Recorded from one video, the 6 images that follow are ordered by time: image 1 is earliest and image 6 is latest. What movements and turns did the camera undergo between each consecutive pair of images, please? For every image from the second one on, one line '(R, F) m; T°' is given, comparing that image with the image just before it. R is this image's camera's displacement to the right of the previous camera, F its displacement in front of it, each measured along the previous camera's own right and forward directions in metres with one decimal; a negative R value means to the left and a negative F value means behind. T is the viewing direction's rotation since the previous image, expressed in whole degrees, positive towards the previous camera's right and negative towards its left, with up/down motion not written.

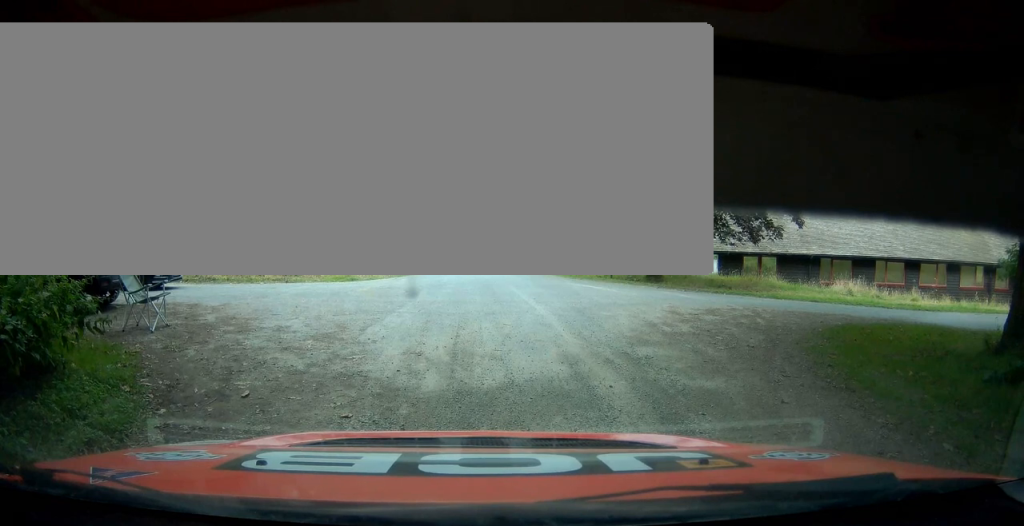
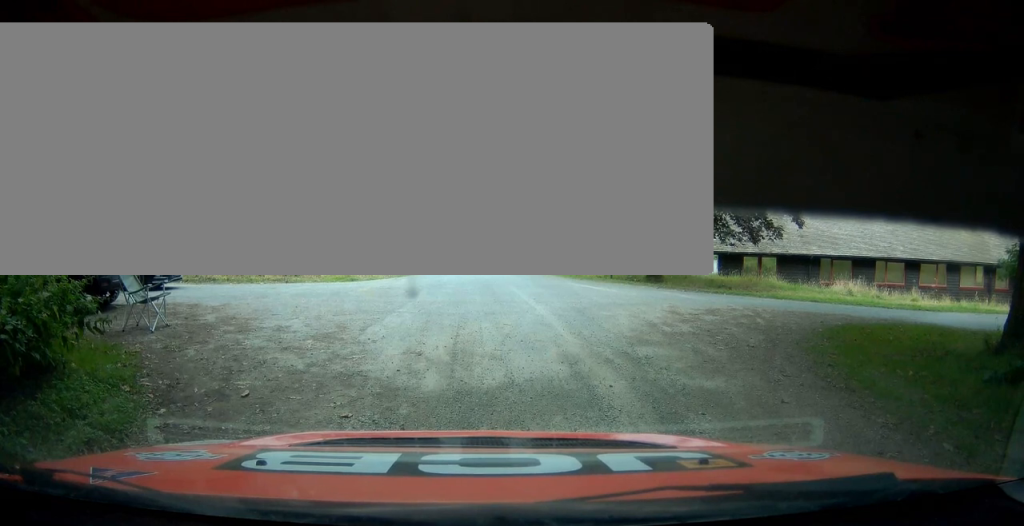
(0.0, 0.0) m; 0°
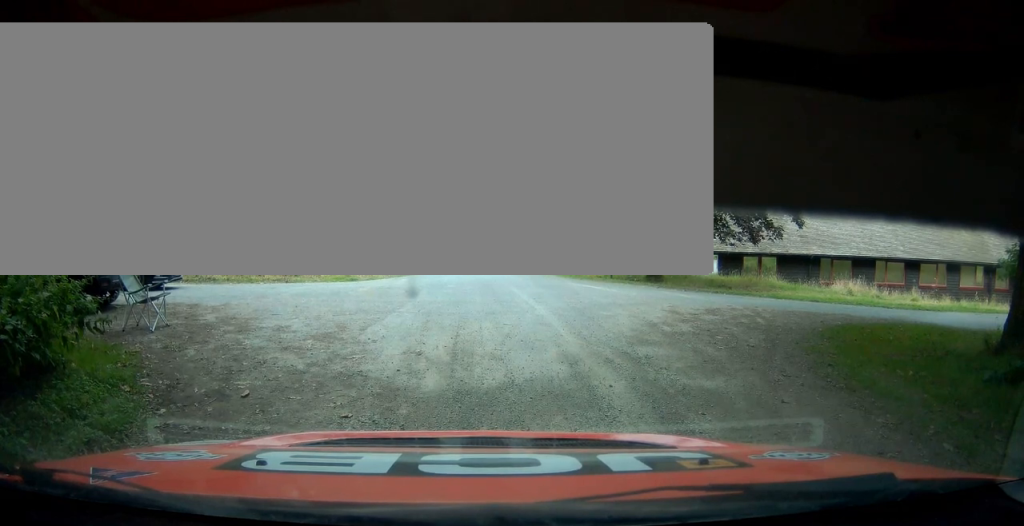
(0.0, 0.0) m; 0°
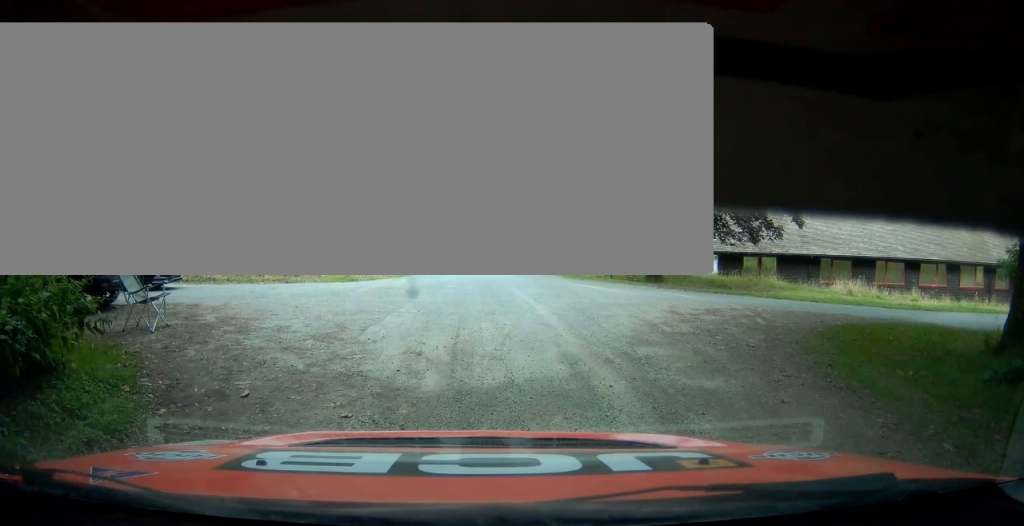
(0.0, 0.0) m; 0°
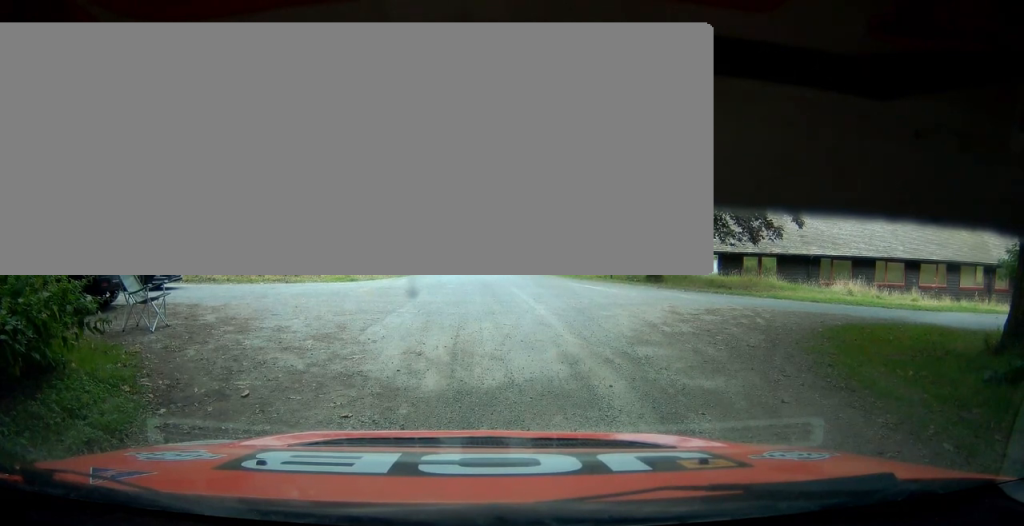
(0.0, 0.0) m; 0°
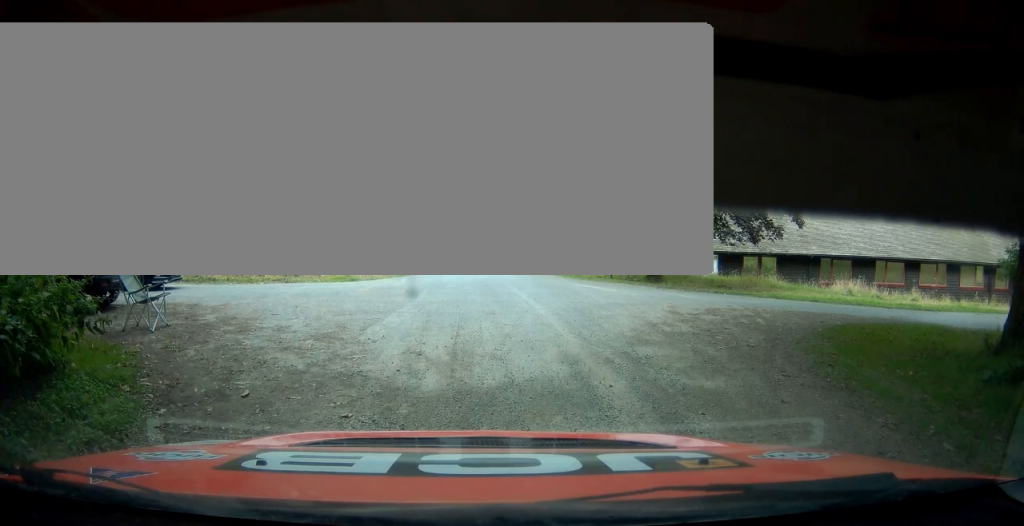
(0.0, 0.0) m; 0°
